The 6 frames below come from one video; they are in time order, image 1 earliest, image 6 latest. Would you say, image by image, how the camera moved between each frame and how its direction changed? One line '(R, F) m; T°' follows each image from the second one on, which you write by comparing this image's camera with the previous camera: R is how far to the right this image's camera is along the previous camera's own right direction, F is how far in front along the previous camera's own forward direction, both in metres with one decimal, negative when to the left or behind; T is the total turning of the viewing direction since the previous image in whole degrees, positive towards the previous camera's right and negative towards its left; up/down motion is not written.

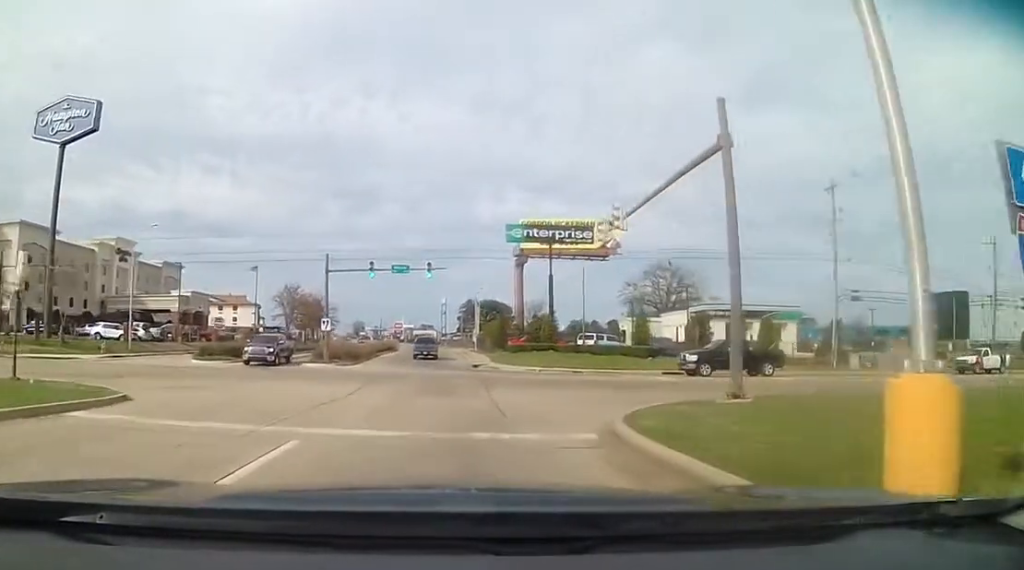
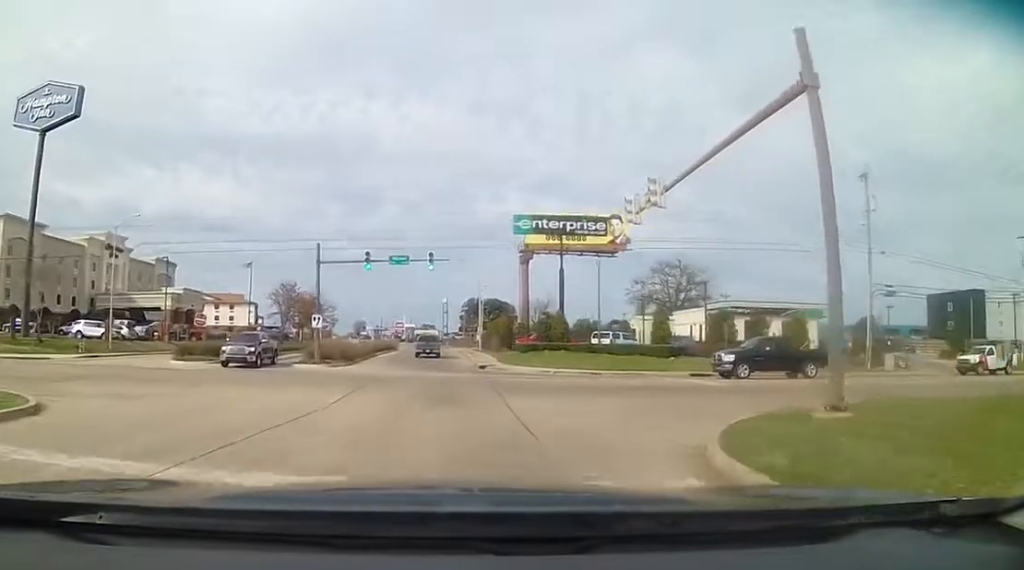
(0.0, +4.1) m; +1°
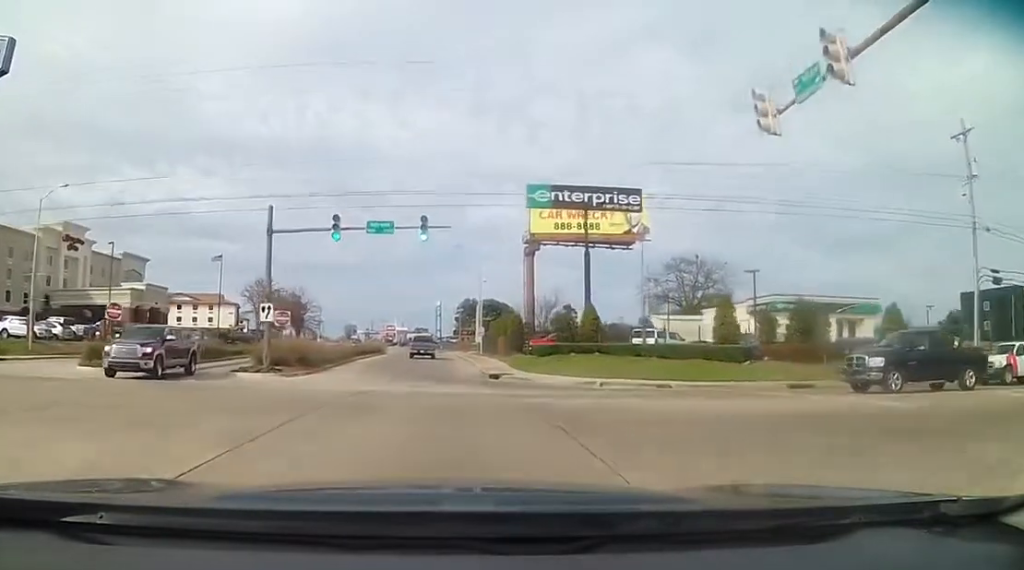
(0.0, +11.6) m; 0°
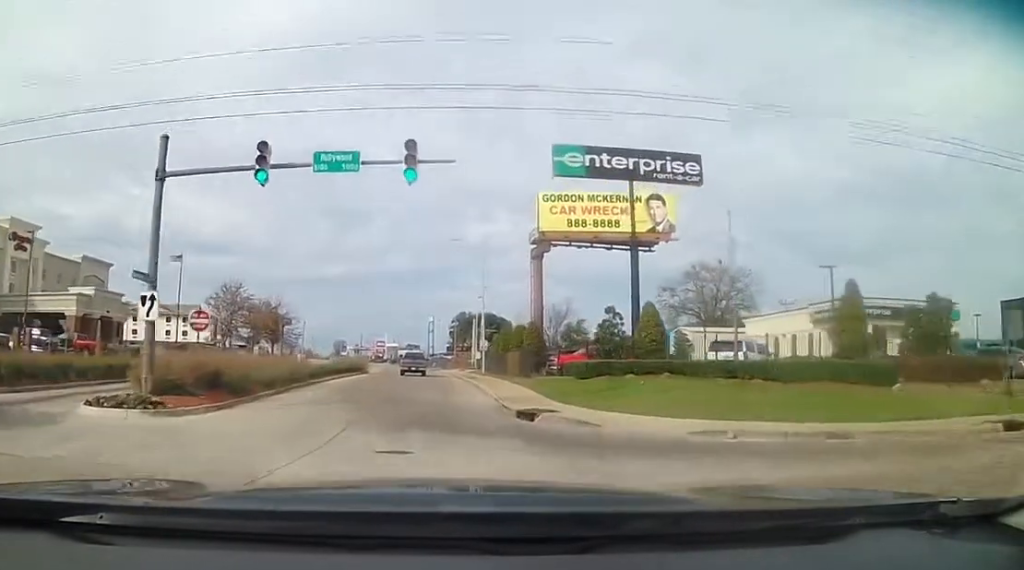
(0.0, +11.5) m; 0°
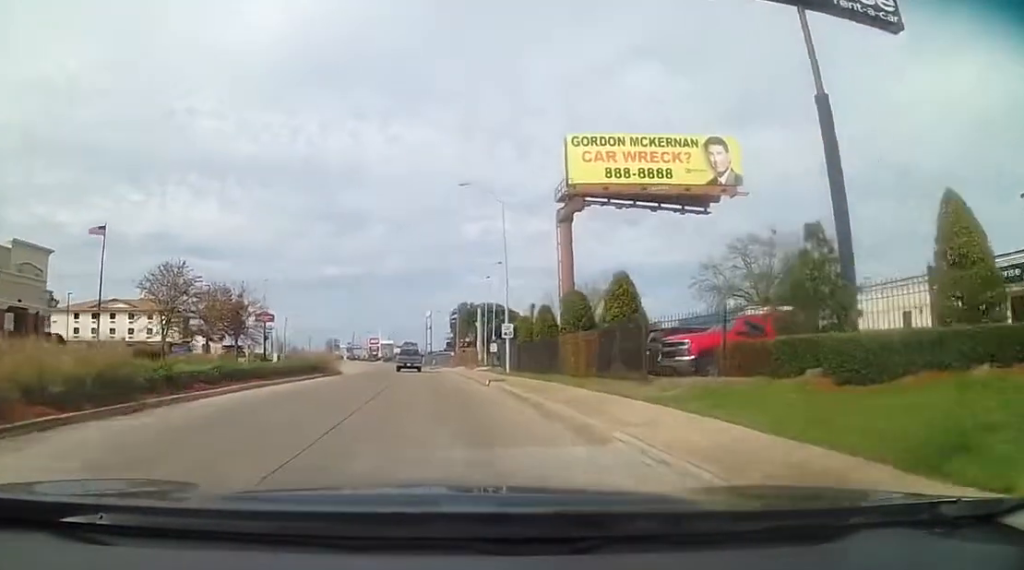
(+0.5, +17.4) m; +2°
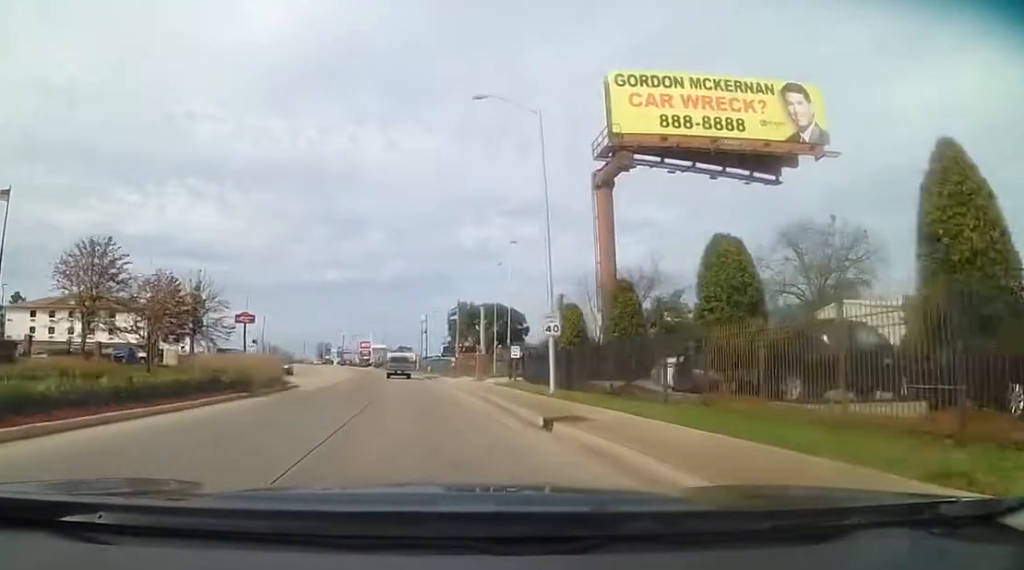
(-0.3, +14.3) m; -2°
